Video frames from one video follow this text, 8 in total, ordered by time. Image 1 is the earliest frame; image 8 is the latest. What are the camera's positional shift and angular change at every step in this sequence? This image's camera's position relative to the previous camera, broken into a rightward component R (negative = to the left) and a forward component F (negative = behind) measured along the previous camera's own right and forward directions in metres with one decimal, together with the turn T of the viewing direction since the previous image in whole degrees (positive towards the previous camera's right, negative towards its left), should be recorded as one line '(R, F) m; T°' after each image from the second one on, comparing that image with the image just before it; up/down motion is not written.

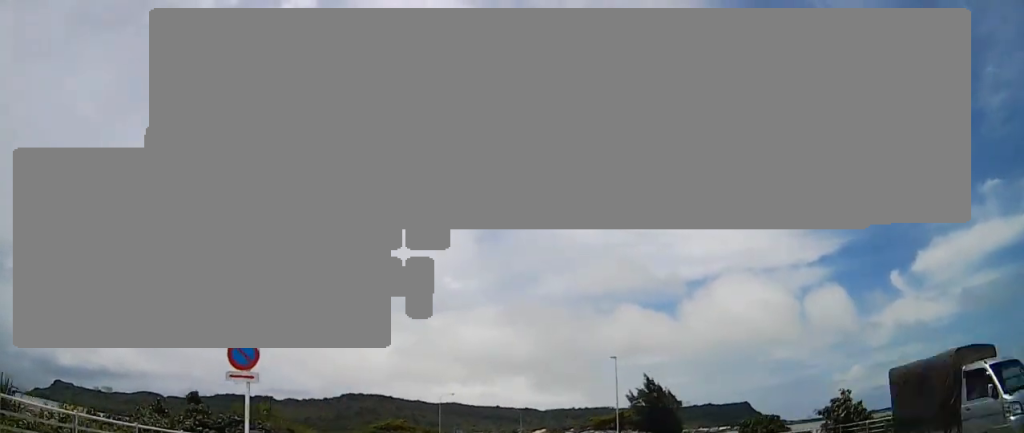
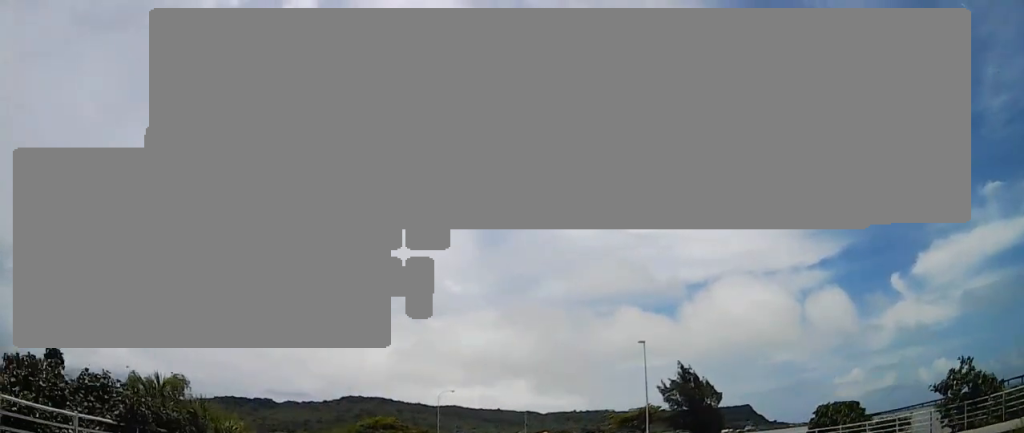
(-0.2, +11.0) m; +2°
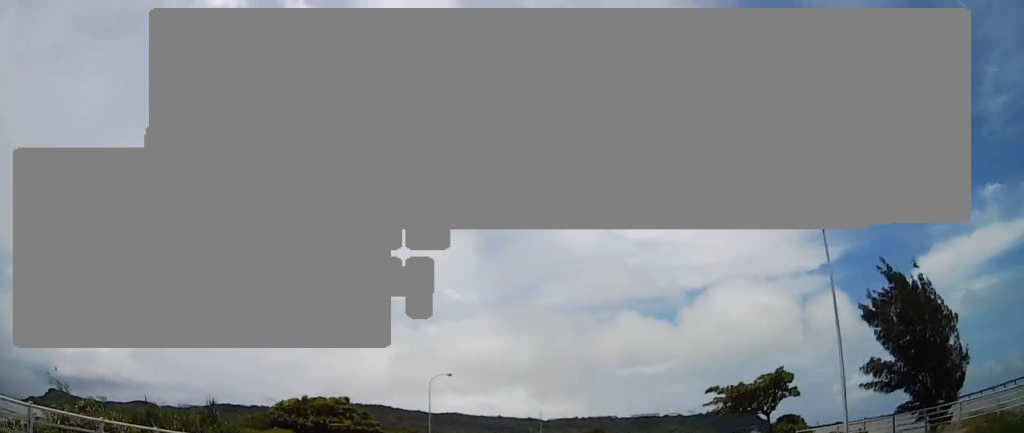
(+2.1, +31.0) m; +4°
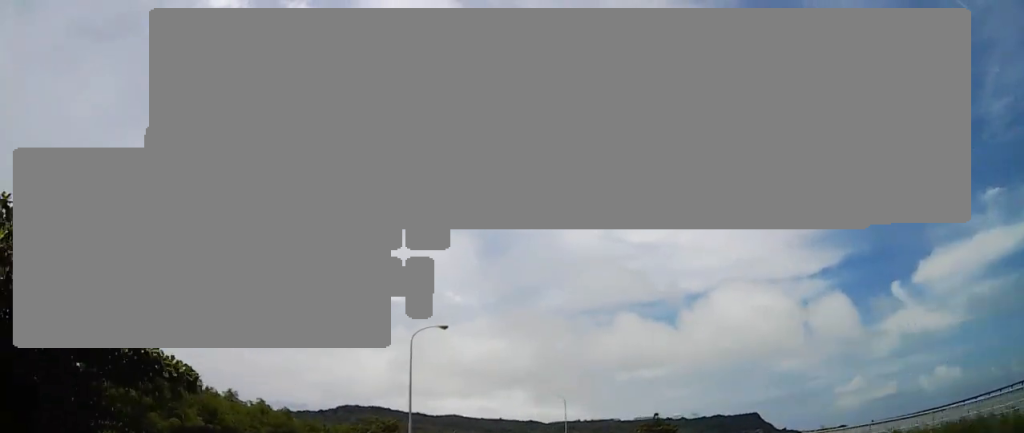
(0.0, +29.0) m; 0°
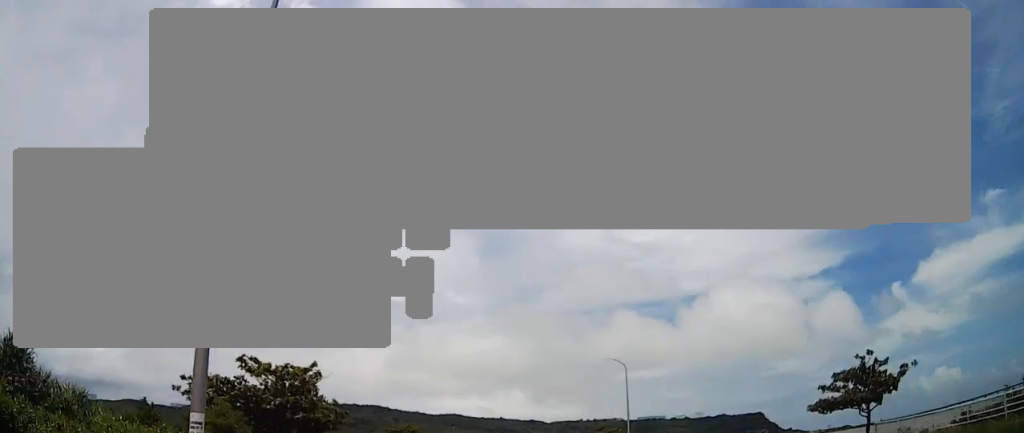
(+0.3, +34.7) m; +1°
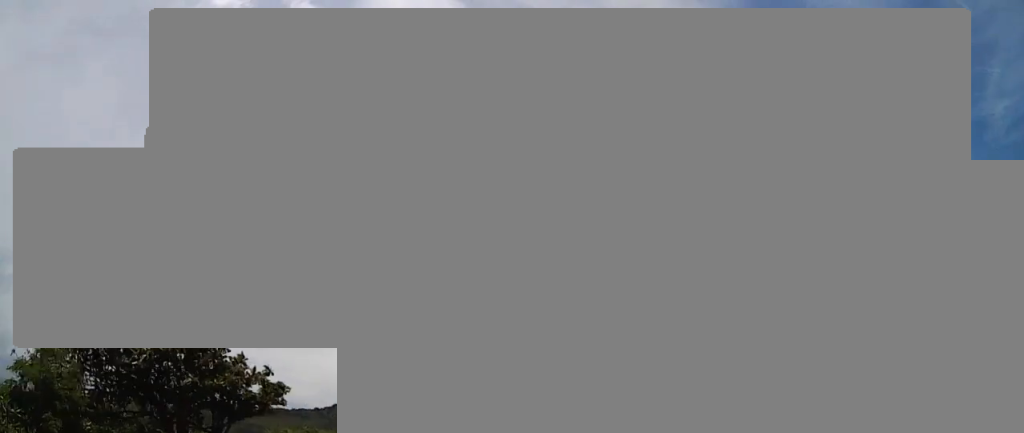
(0.0, +10.8) m; 0°
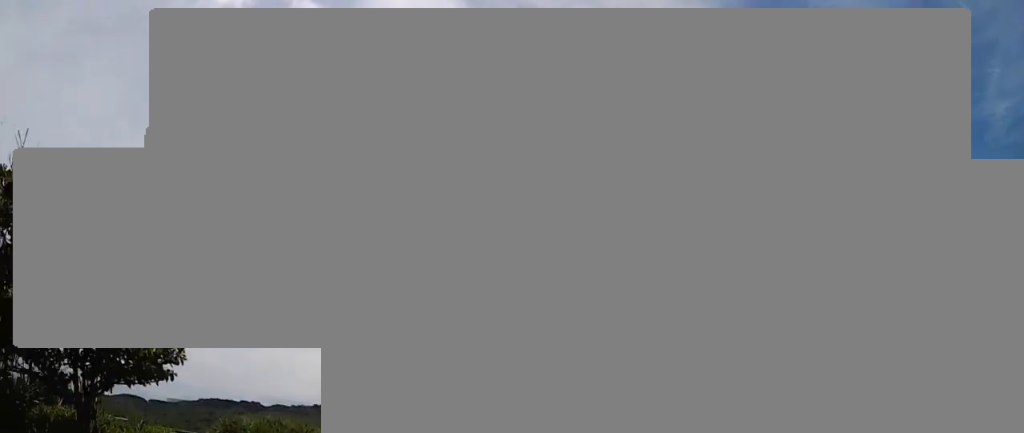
(0.0, +7.3) m; 0°
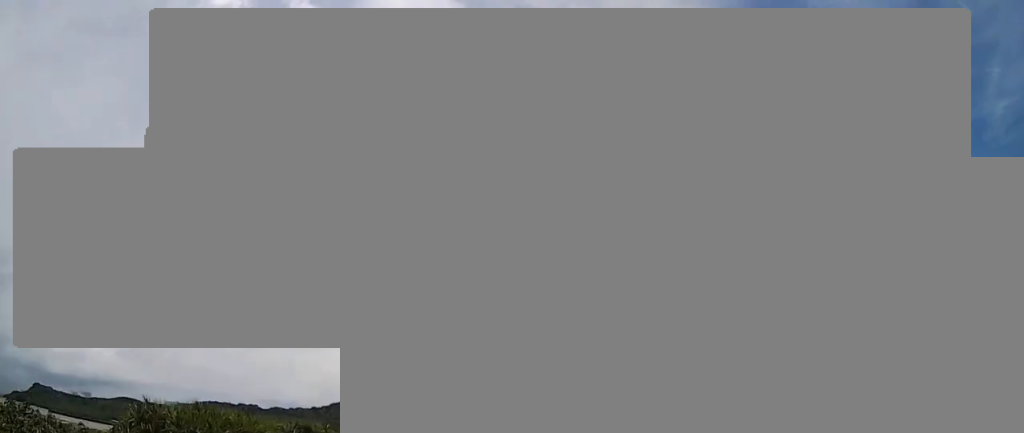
(0.0, +7.8) m; 0°
